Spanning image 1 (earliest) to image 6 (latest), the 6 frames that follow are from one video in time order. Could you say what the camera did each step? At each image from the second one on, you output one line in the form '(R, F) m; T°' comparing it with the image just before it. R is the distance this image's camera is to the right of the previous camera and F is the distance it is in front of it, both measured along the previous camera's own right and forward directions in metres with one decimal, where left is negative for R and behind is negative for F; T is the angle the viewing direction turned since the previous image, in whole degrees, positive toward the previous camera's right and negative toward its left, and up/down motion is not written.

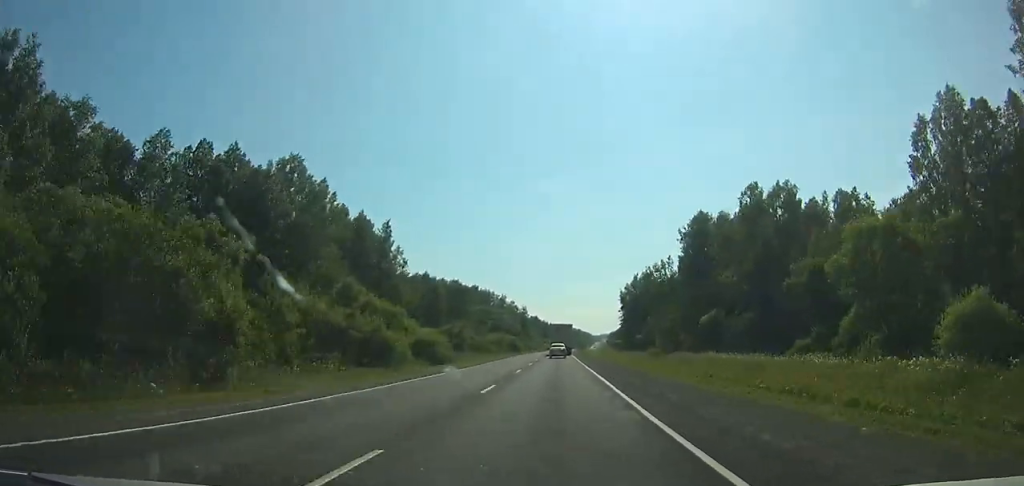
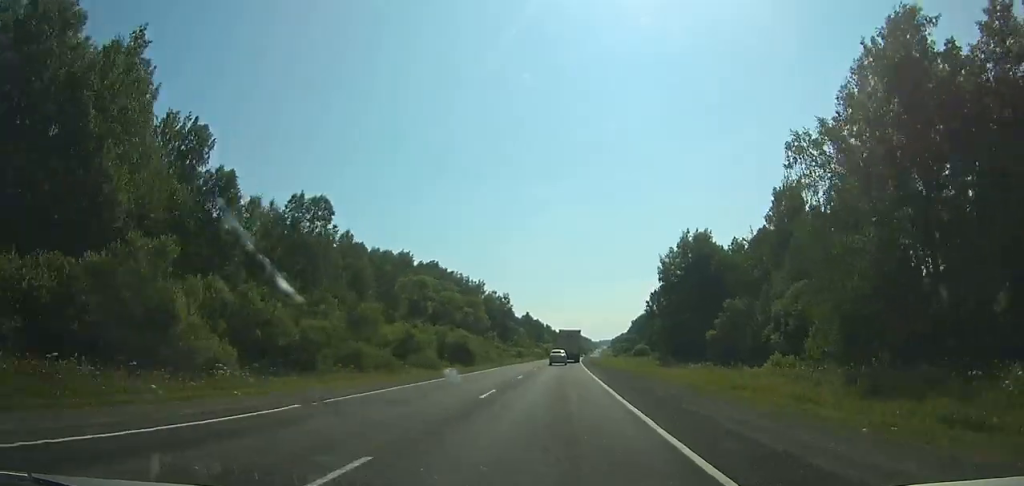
(+0.1, +71.8) m; +1°
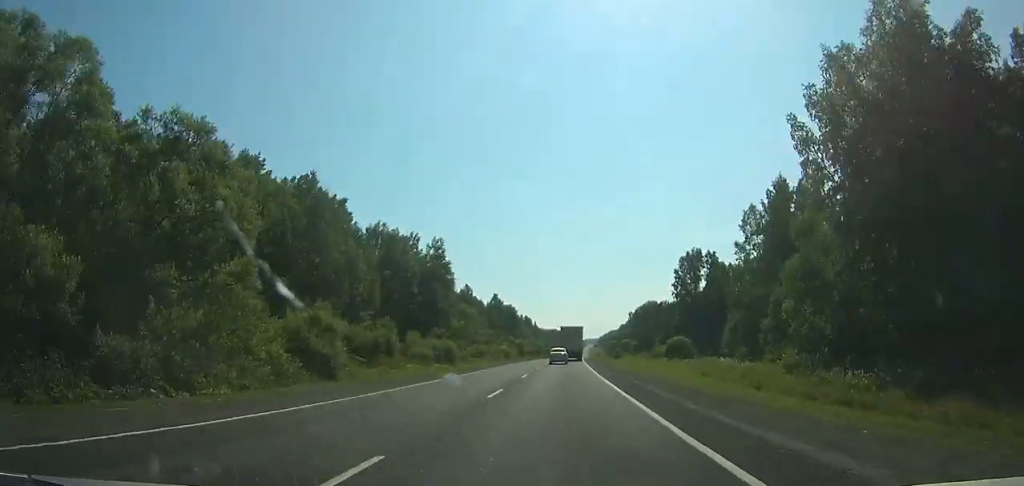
(+0.5, +71.5) m; +1°
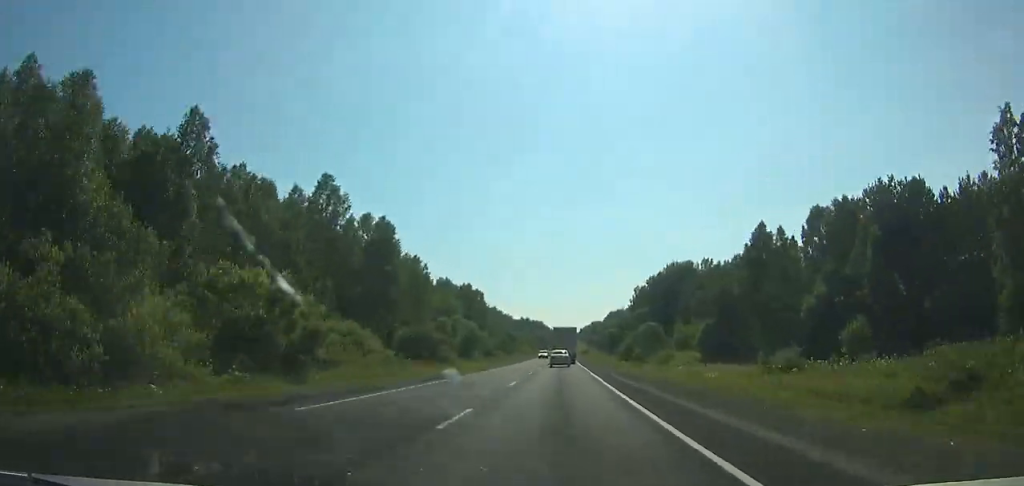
(+2.3, +115.0) m; +2°
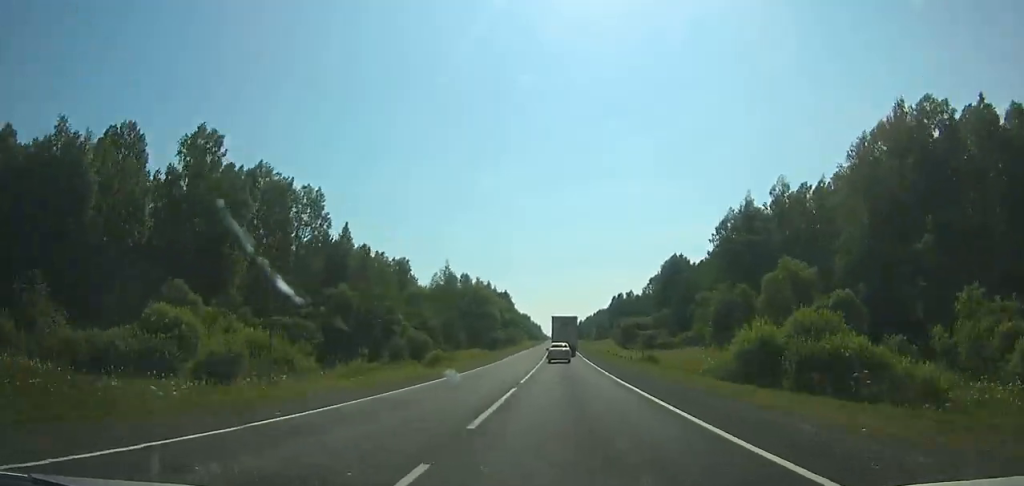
(+2.1, +270.0) m; +1°
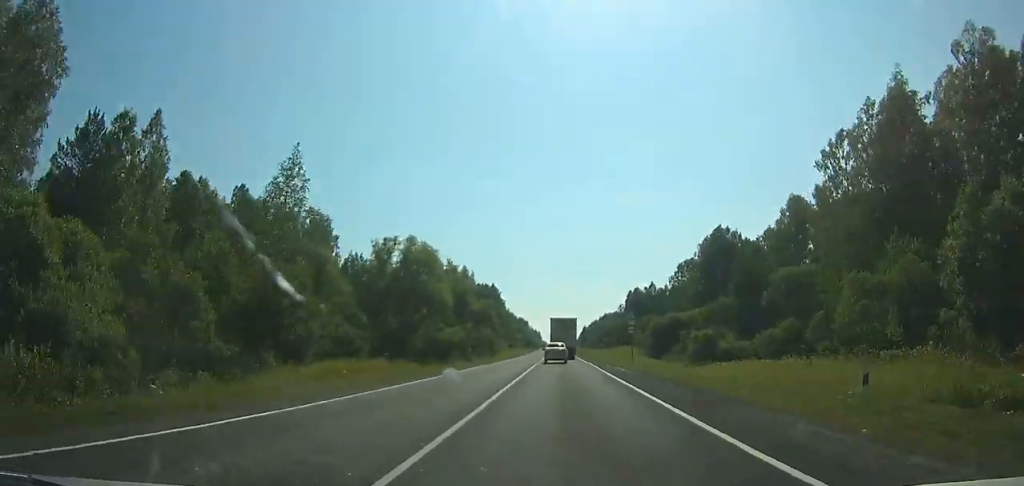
(0.0, +49.1) m; 0°
